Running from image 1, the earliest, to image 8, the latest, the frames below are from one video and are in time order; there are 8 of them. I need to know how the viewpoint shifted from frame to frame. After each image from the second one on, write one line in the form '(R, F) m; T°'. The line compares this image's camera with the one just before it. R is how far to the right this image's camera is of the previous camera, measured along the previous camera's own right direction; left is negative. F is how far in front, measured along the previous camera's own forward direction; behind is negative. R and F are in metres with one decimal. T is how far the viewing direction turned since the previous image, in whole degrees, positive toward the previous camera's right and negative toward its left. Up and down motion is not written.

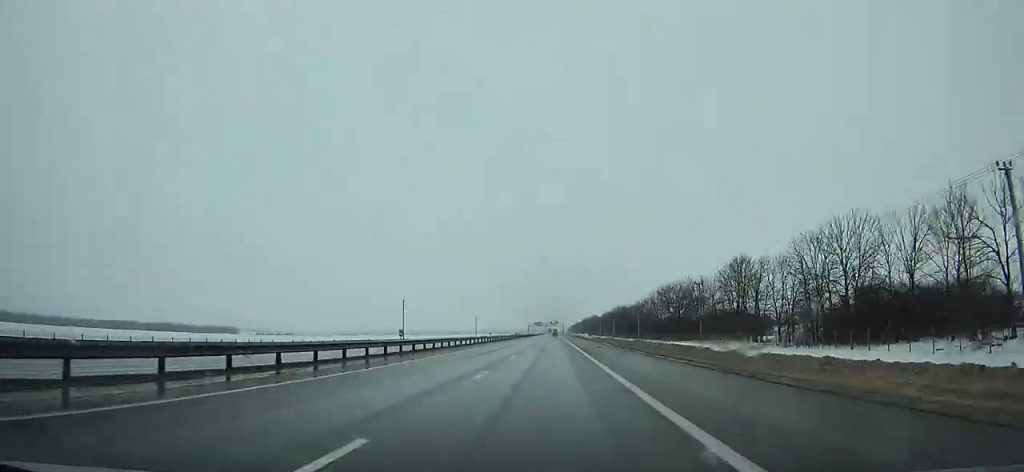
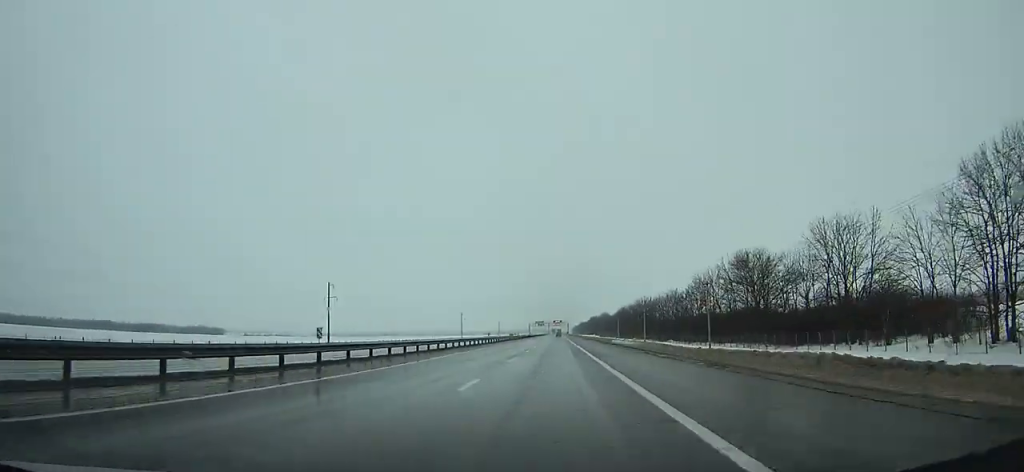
(0.0, +62.8) m; 0°
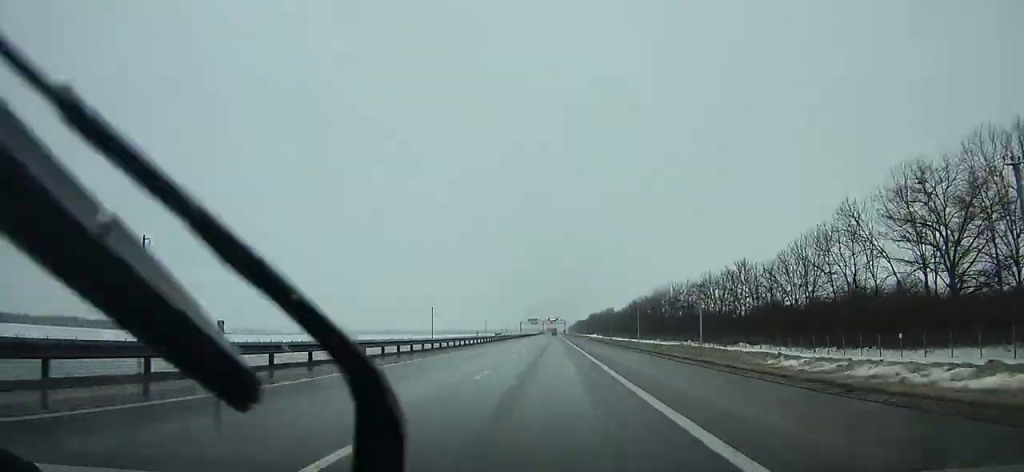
(+0.1, +57.2) m; 0°
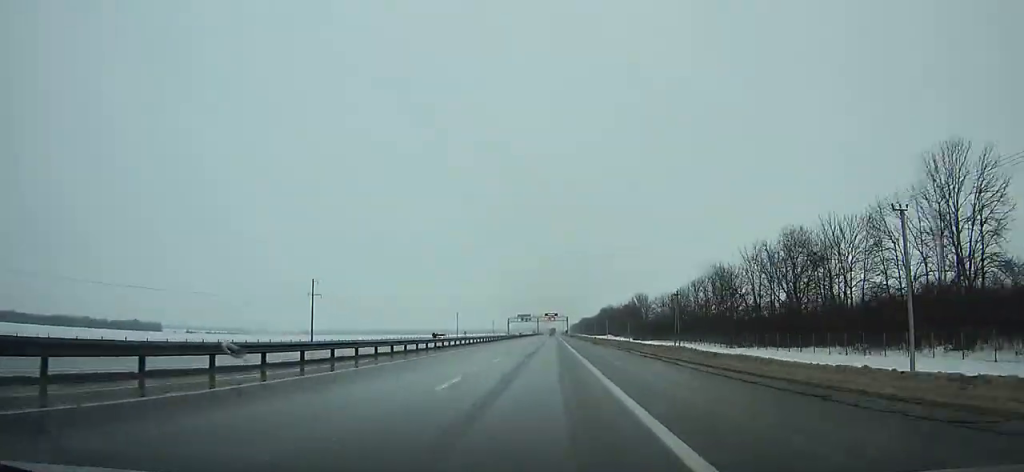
(0.0, +109.7) m; 0°
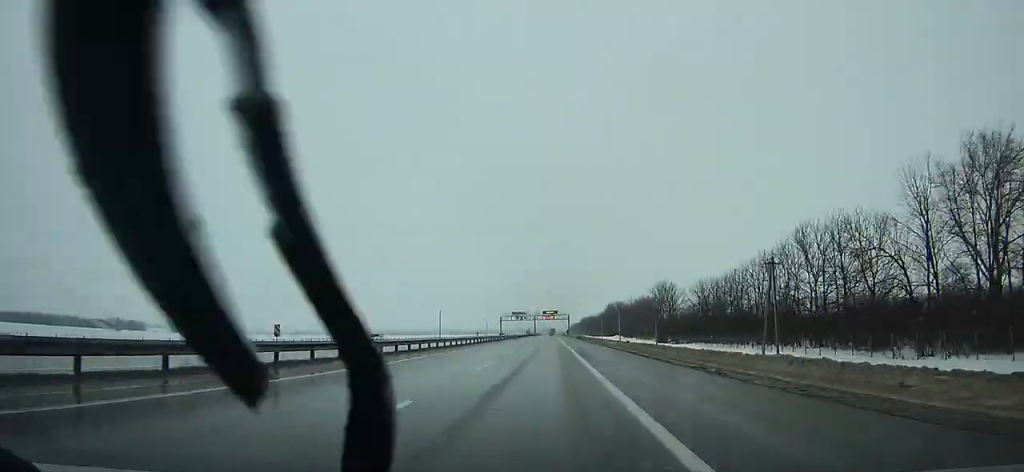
(0.0, +41.8) m; 0°
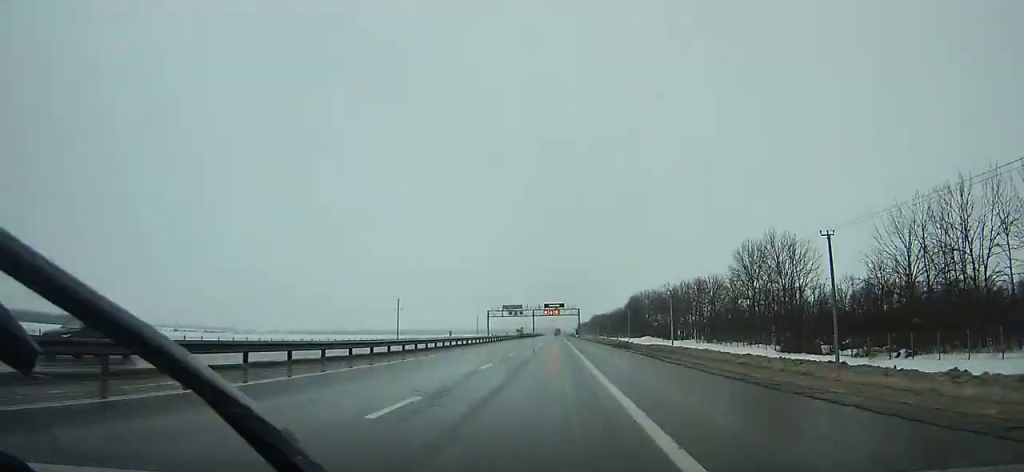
(-0.1, +70.2) m; 0°
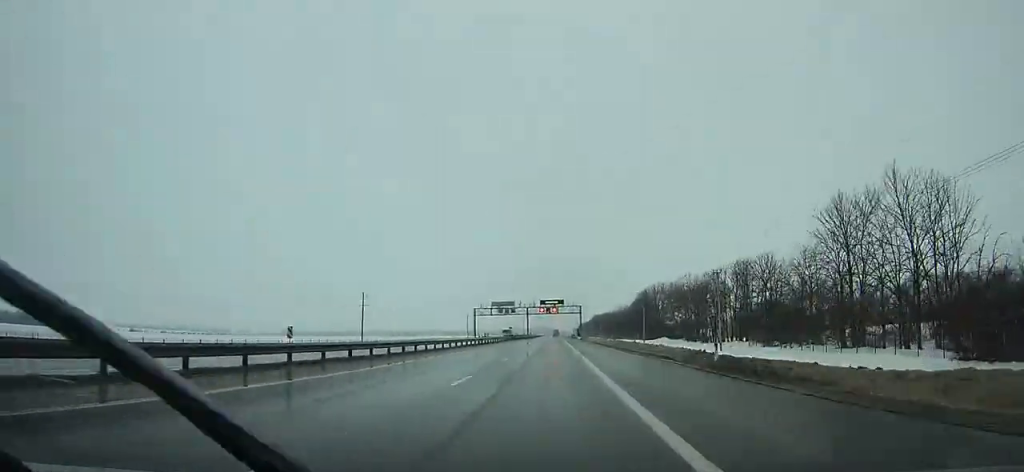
(0.0, +30.6) m; 0°
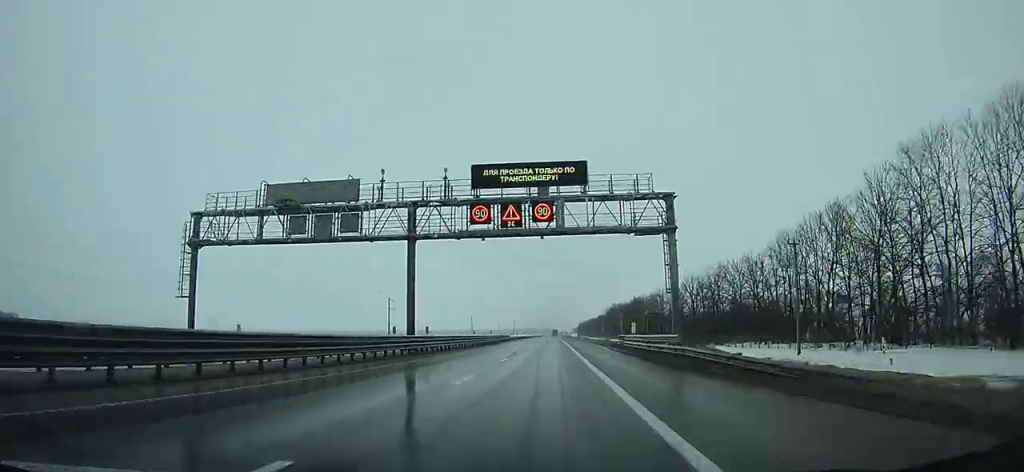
(-0.3, +142.9) m; 0°
